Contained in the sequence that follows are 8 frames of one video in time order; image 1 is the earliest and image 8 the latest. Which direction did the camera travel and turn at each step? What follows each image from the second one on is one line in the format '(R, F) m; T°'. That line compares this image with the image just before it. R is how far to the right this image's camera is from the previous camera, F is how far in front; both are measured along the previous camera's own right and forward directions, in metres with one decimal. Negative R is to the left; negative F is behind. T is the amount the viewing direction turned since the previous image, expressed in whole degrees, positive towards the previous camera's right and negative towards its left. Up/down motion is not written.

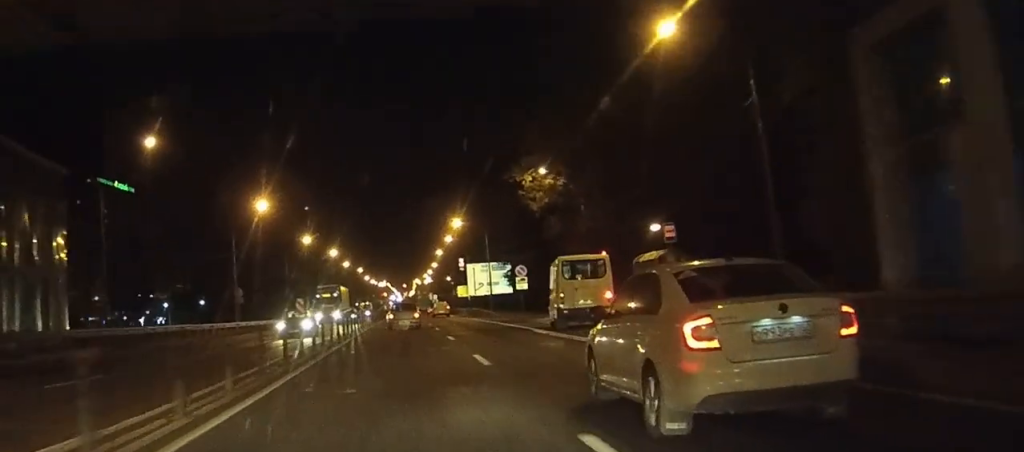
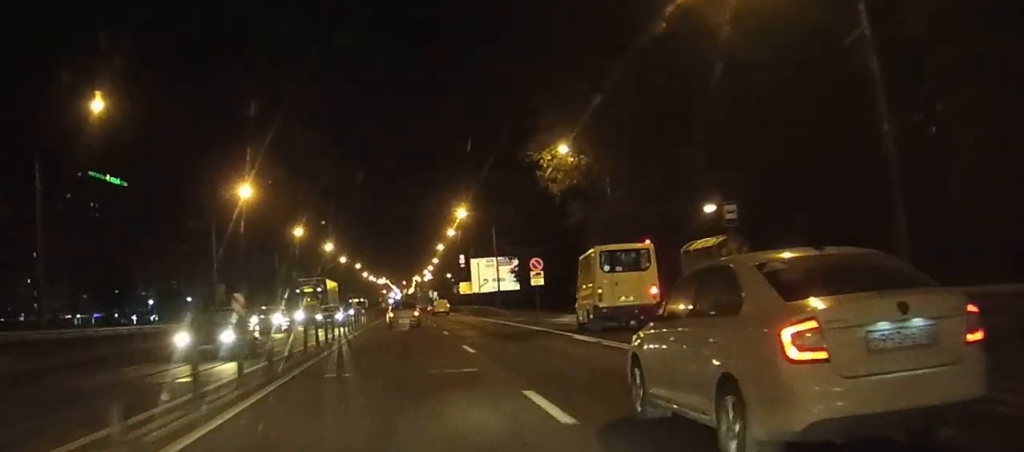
(0.0, +8.4) m; 0°
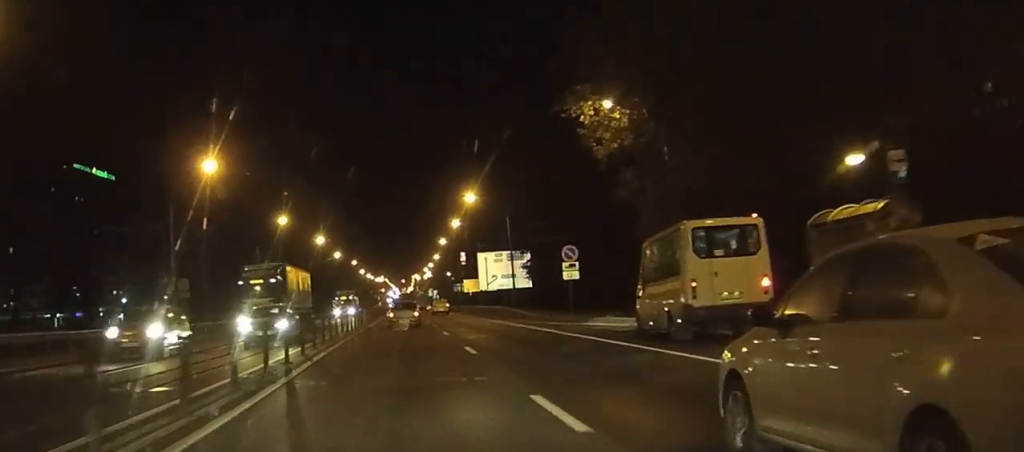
(0.0, +12.8) m; 0°
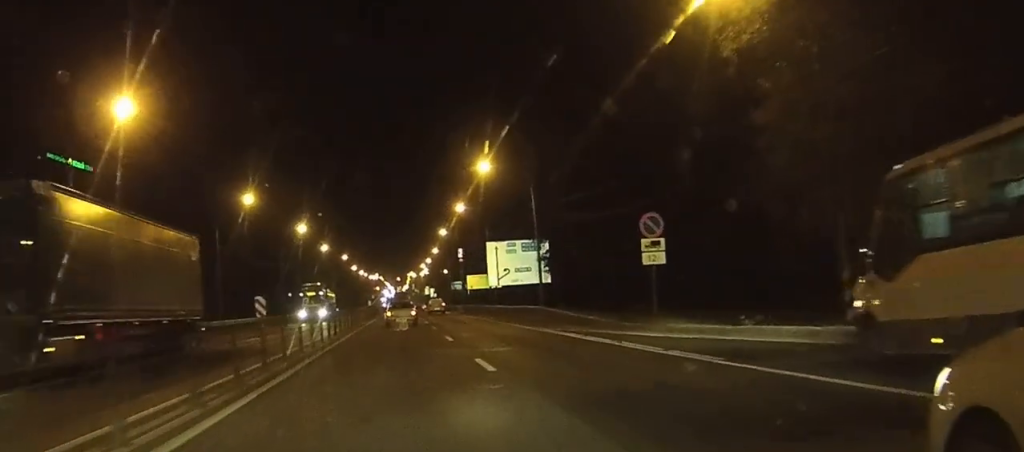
(+0.1, +17.3) m; 0°
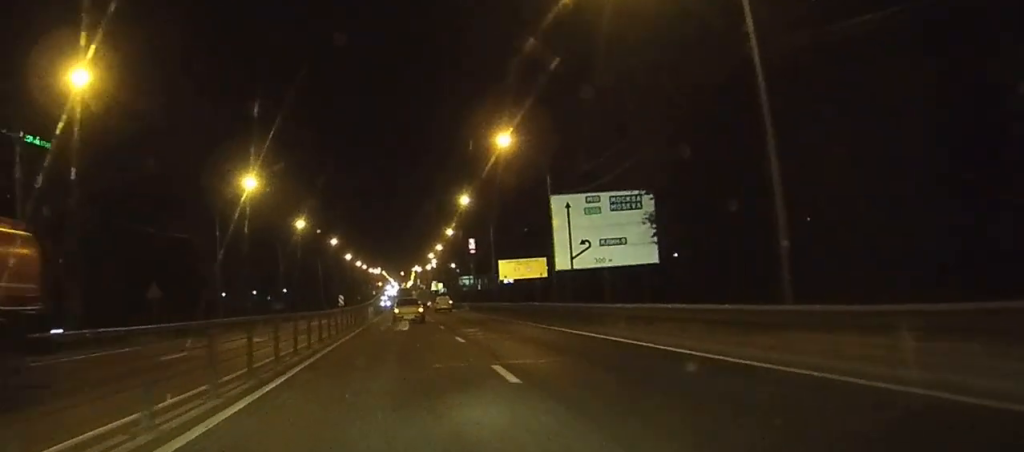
(-0.5, +38.3) m; -1°
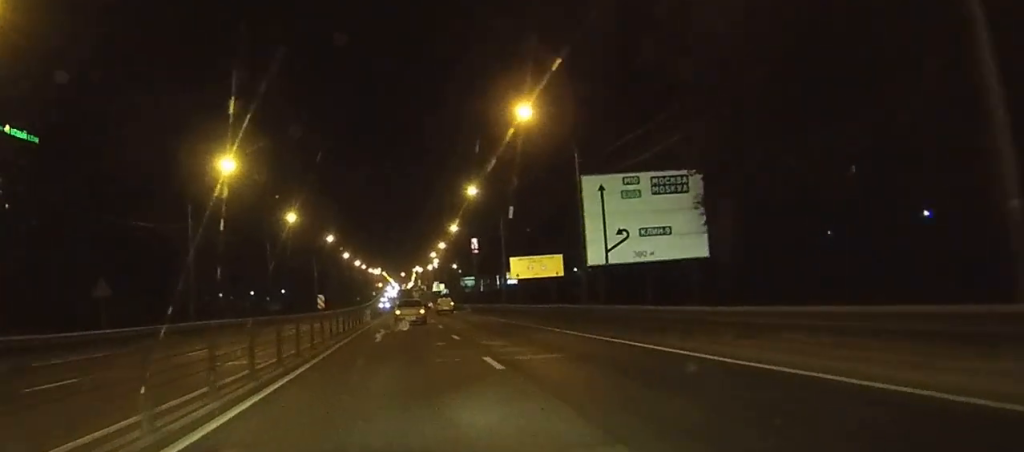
(0.0, +9.1) m; 0°
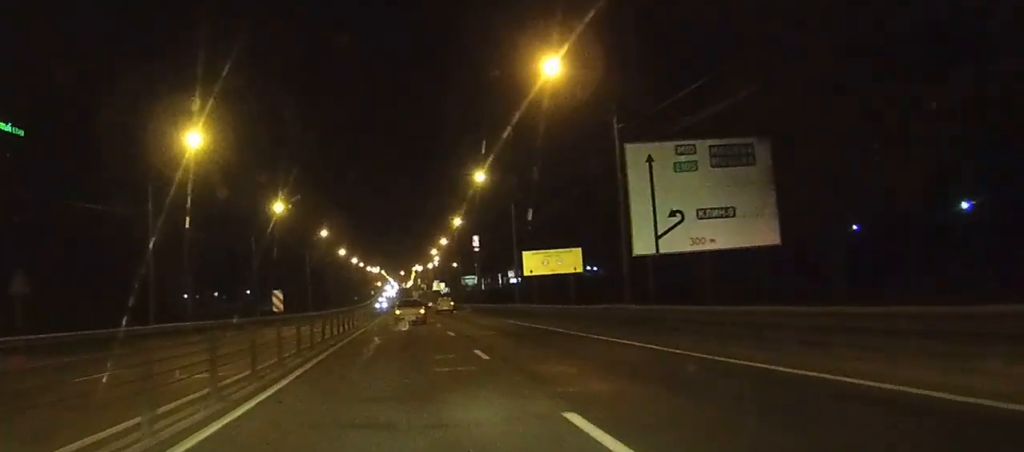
(0.0, +9.0) m; 0°
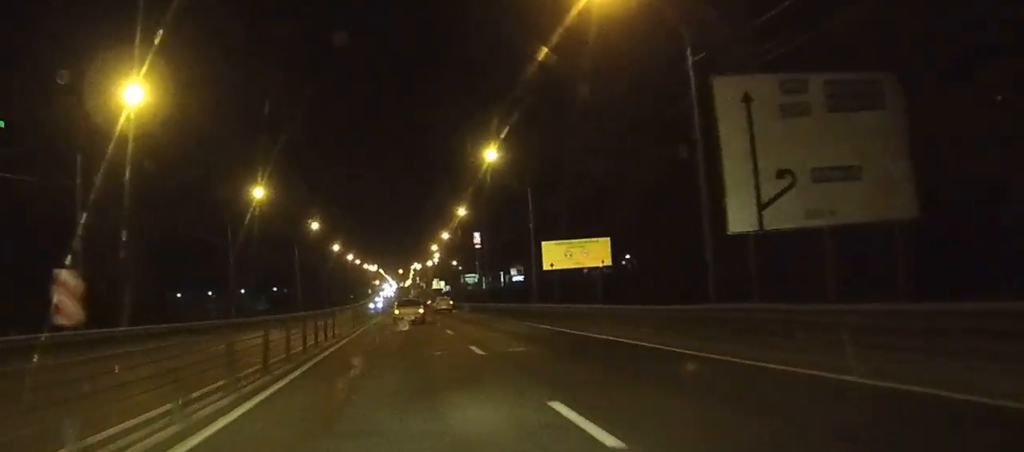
(0.0, +10.6) m; 0°
